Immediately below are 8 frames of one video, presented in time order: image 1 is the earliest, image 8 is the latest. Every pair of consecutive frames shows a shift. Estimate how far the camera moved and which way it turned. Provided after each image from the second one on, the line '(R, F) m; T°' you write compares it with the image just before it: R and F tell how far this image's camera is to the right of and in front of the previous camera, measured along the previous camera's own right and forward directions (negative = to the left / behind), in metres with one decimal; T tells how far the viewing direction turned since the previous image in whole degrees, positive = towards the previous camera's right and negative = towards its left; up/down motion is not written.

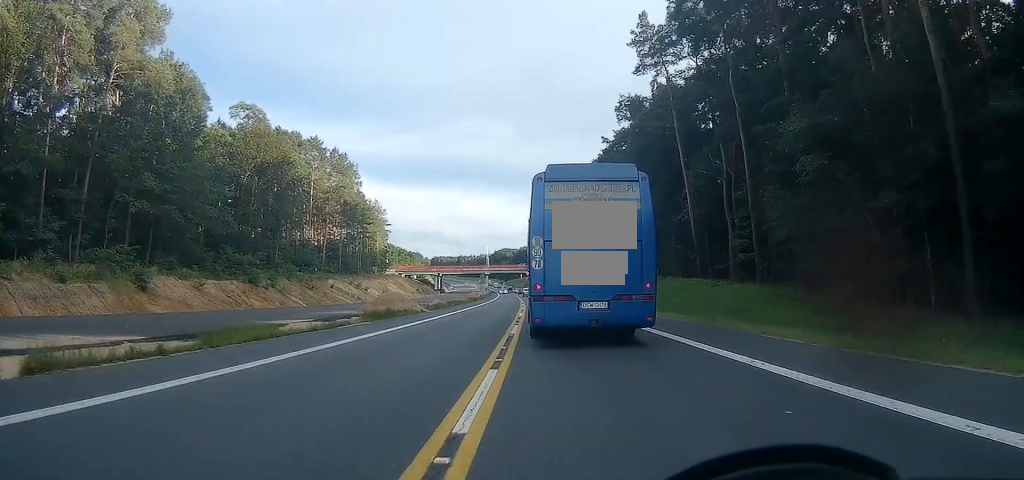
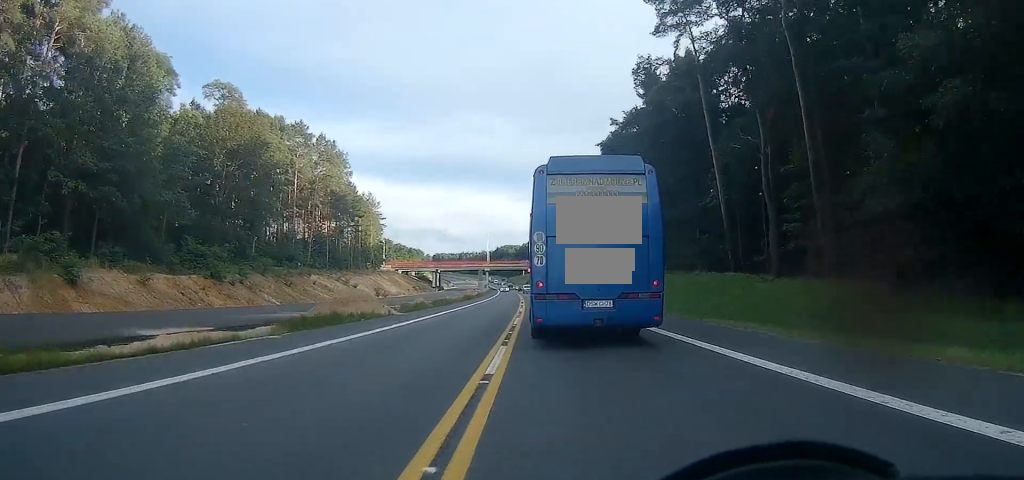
(0.0, +8.9) m; 0°
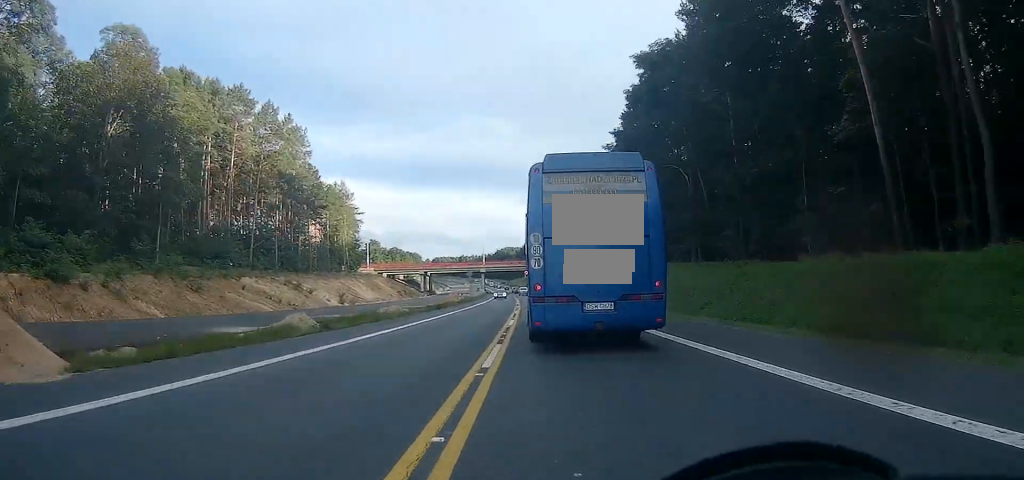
(-0.1, +23.4) m; 0°
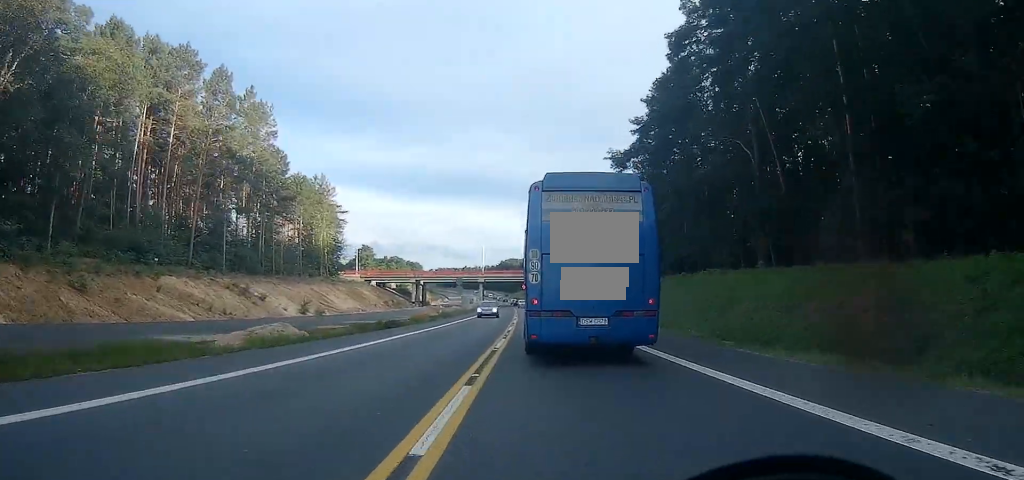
(+0.1, +16.8) m; 0°
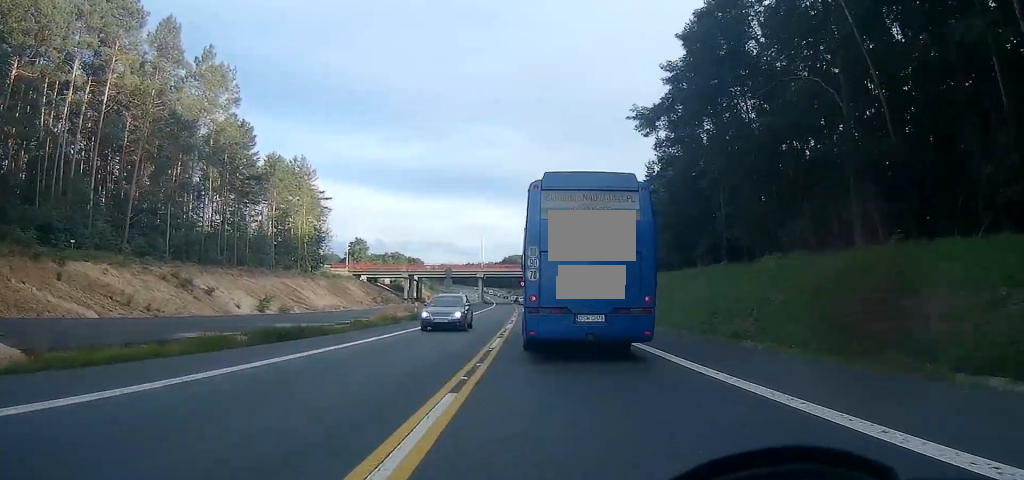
(-0.1, +12.6) m; 0°
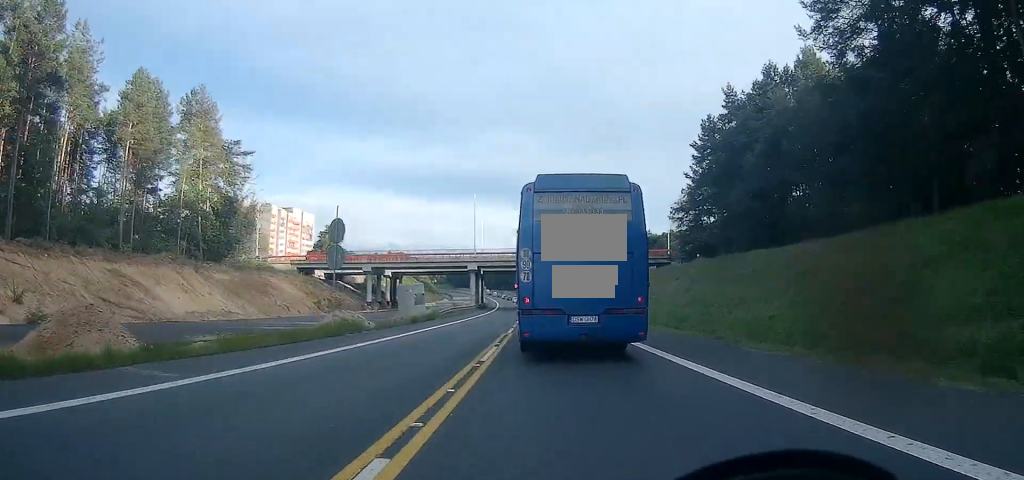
(-0.4, +37.5) m; -1°
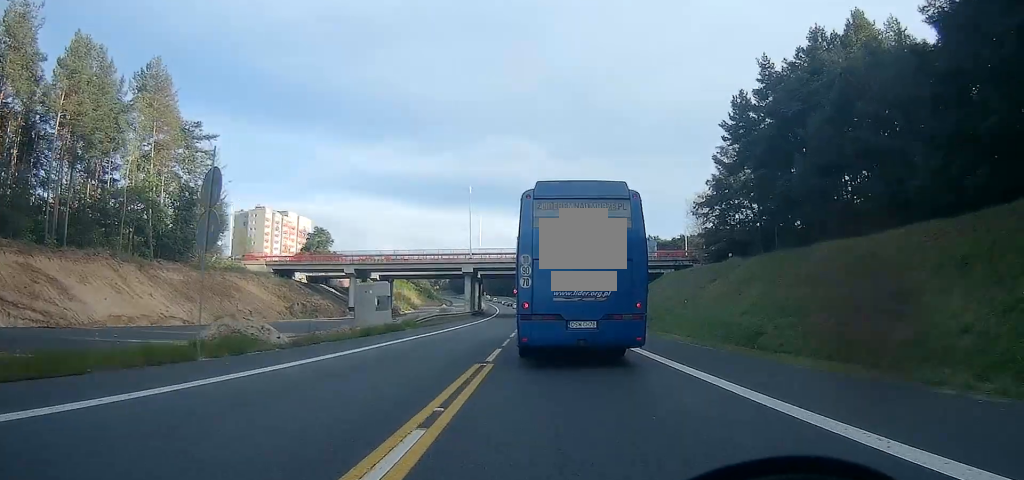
(0.0, +10.4) m; 0°
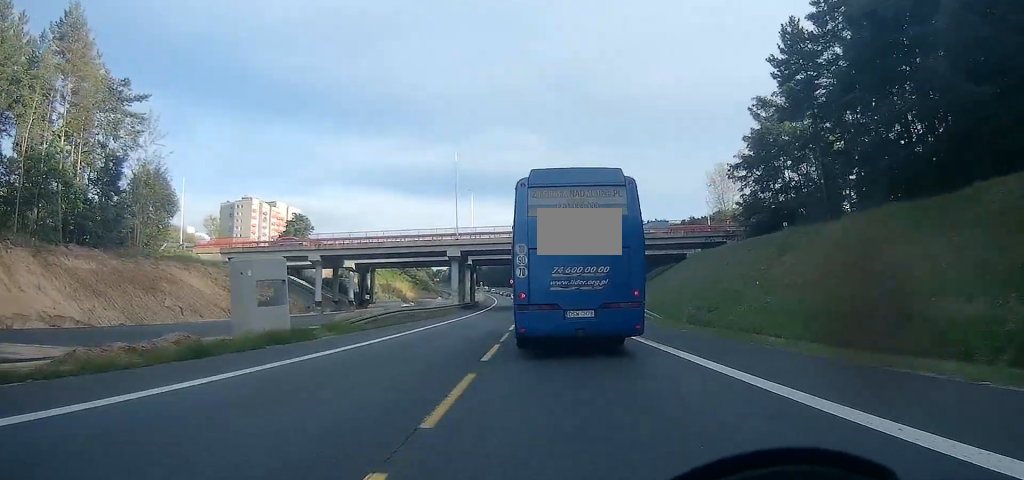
(-0.1, +13.4) m; -1°
